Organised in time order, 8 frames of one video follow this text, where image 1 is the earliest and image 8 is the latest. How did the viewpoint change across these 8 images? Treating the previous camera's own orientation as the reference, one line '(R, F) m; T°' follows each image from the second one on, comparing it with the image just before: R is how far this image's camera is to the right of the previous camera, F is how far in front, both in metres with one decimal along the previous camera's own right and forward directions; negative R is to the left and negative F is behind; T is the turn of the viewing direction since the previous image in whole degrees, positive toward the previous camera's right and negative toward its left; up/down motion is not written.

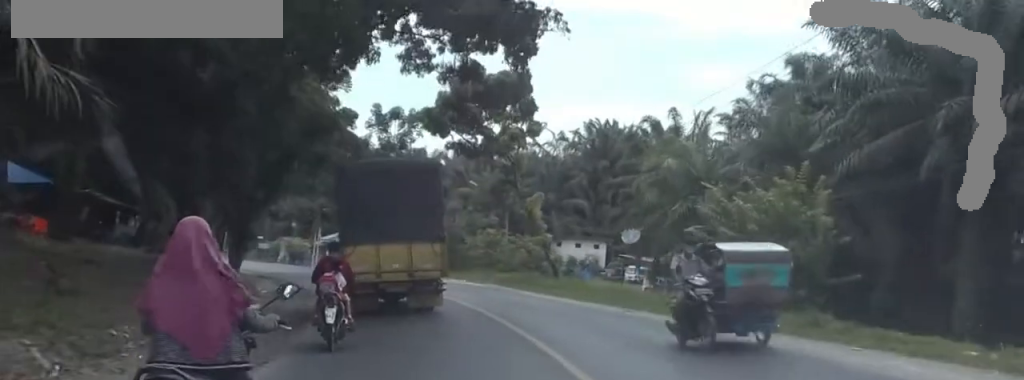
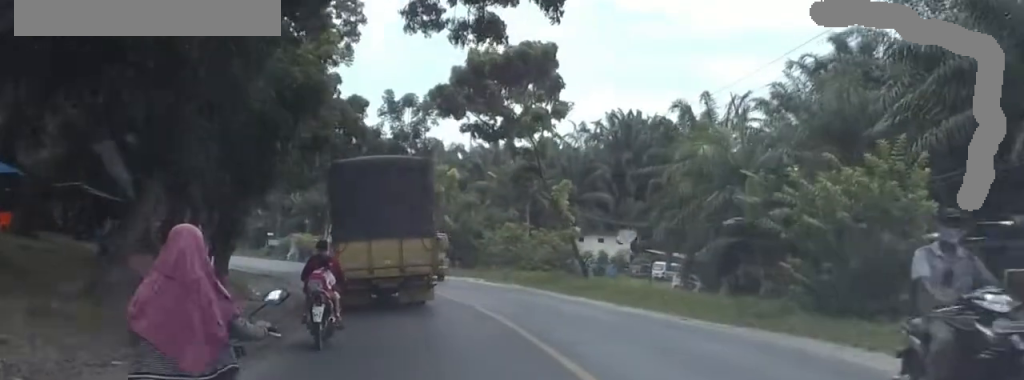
(+0.5, +4.4) m; 0°
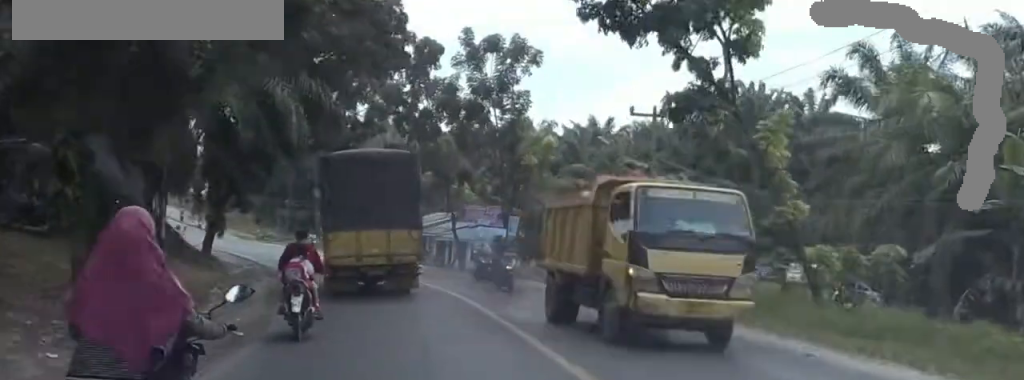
(-0.8, +16.2) m; -11°
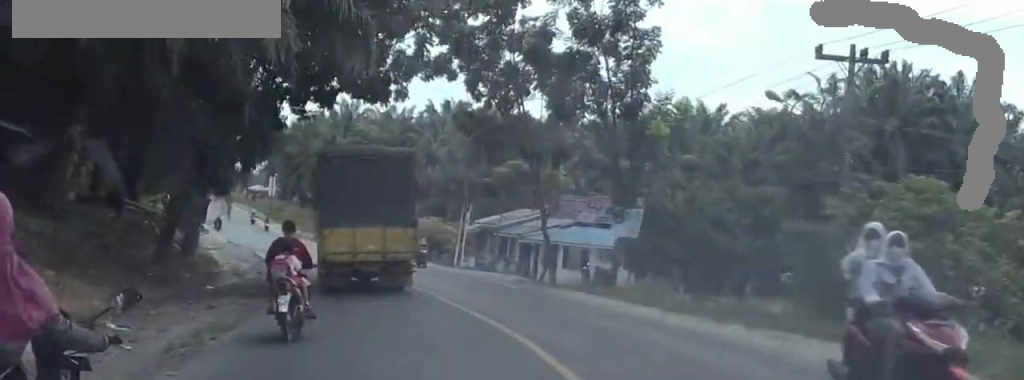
(-1.8, +13.7) m; -10°
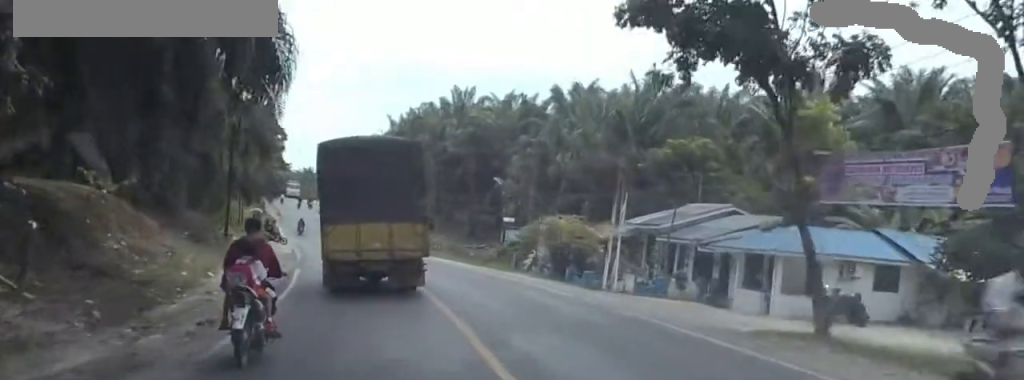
(0.0, +17.8) m; 0°
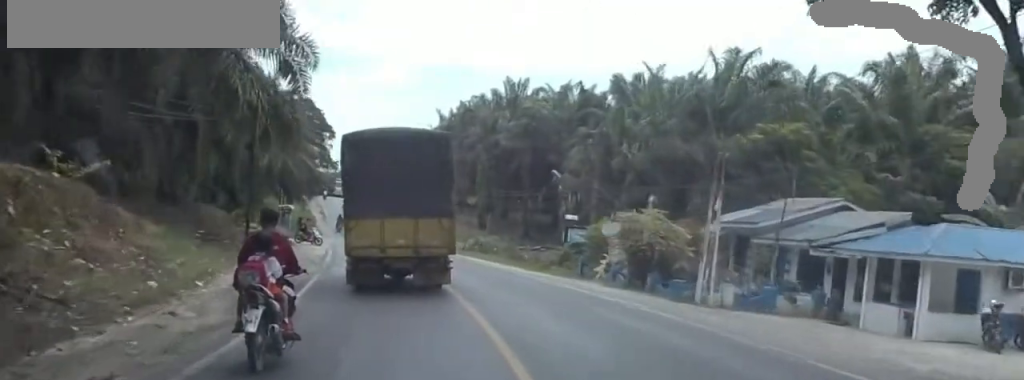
(0.0, +6.1) m; -1°
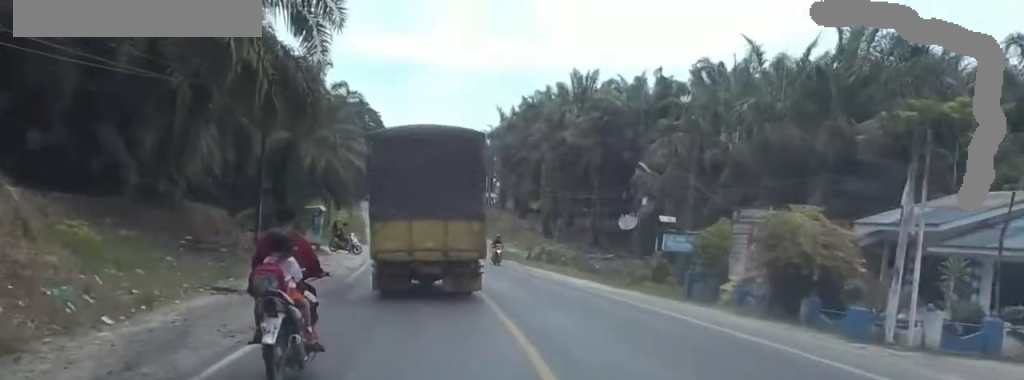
(-0.2, +8.5) m; -1°
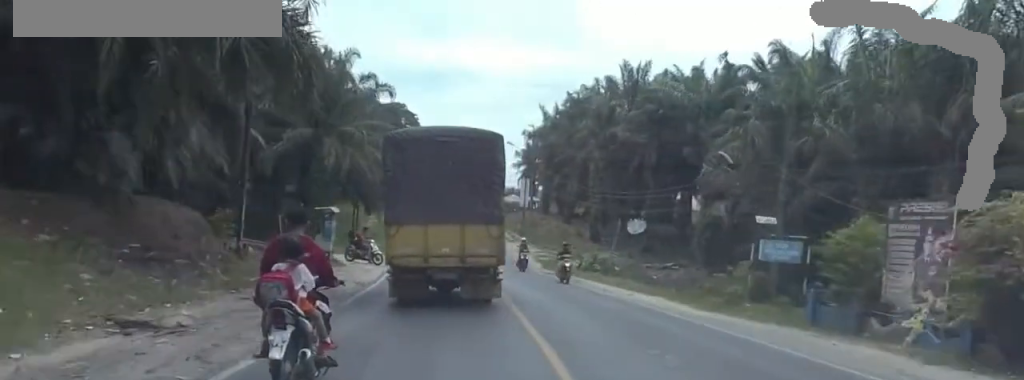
(-0.1, +7.2) m; -2°
